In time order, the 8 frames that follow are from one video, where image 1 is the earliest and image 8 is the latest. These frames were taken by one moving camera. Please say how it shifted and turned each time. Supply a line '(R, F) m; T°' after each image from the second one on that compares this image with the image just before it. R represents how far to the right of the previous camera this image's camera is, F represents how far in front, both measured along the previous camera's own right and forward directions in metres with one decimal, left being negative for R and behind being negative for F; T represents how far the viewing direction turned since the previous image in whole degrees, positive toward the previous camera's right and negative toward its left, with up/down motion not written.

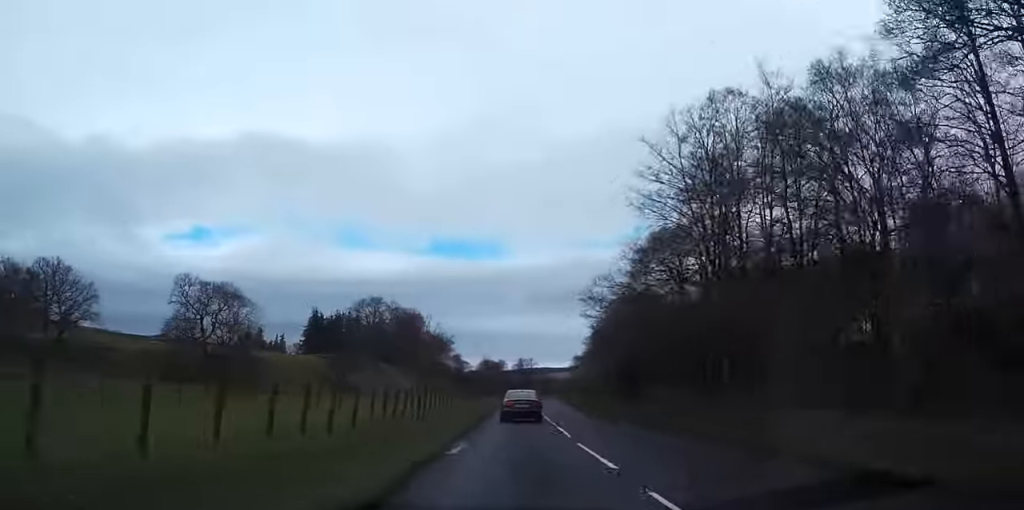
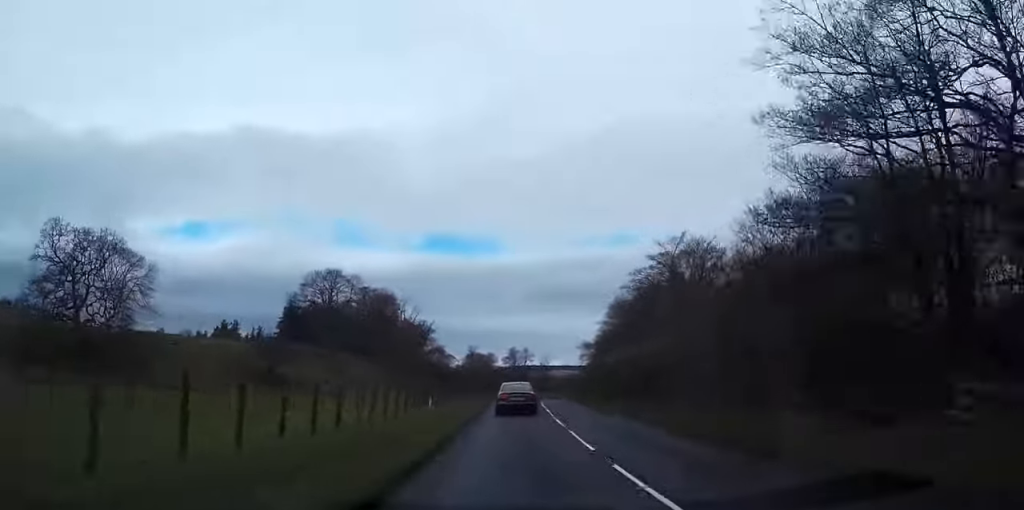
(0.0, +33.0) m; 0°
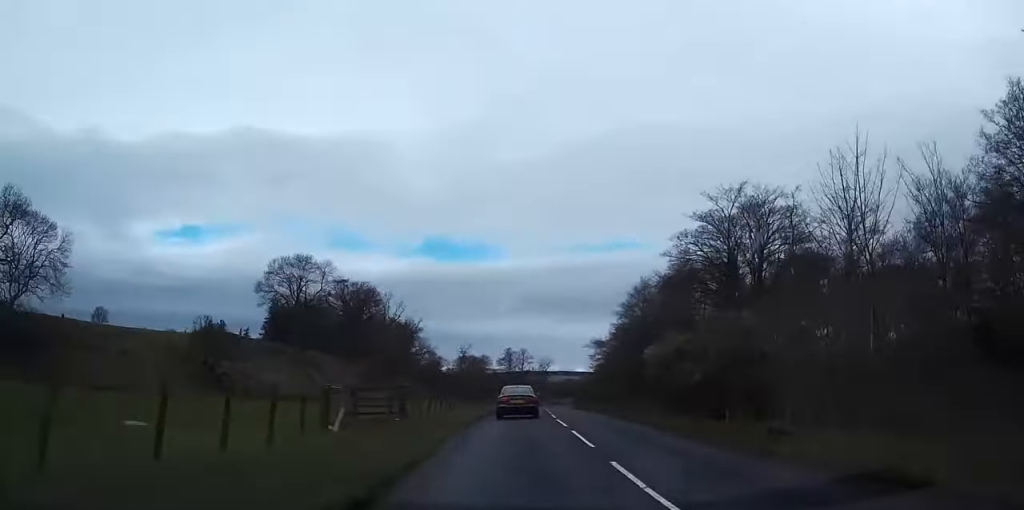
(+0.1, +17.8) m; +1°
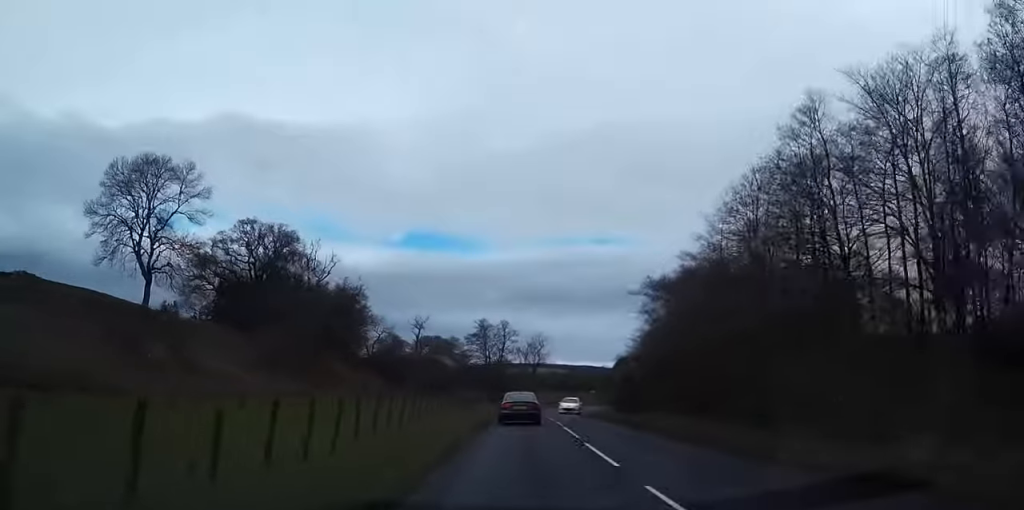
(+0.7, +45.5) m; +1°
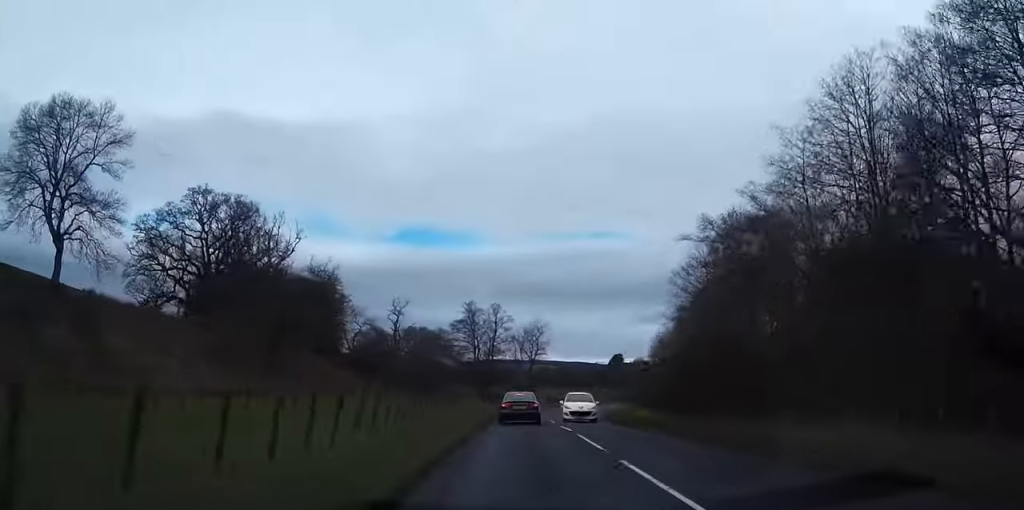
(0.0, +15.0) m; 0°
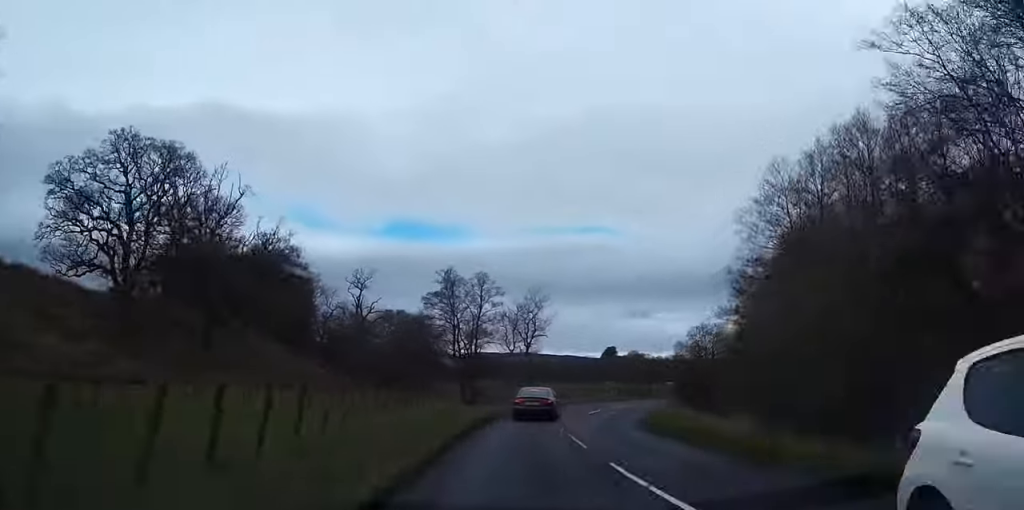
(+0.1, +18.2) m; +1°
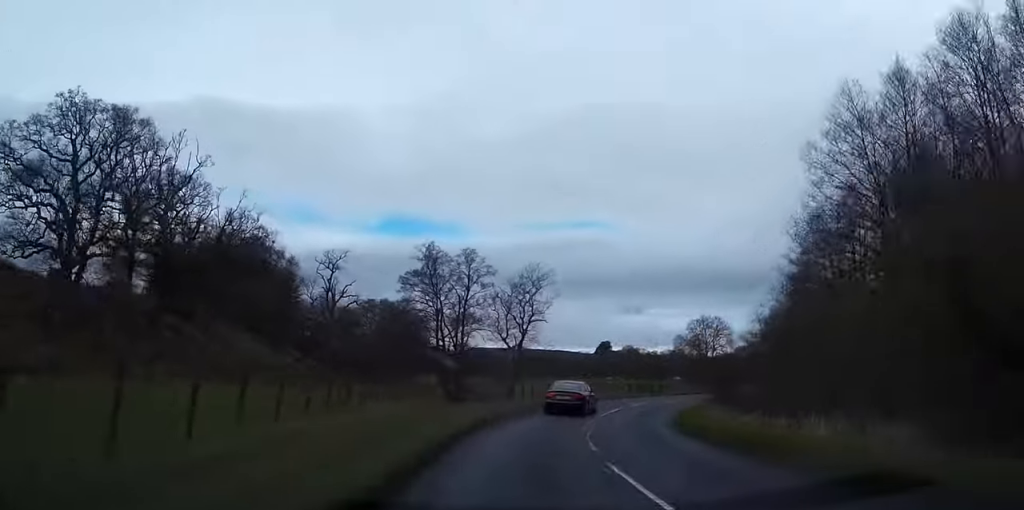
(0.0, +9.6) m; +1°
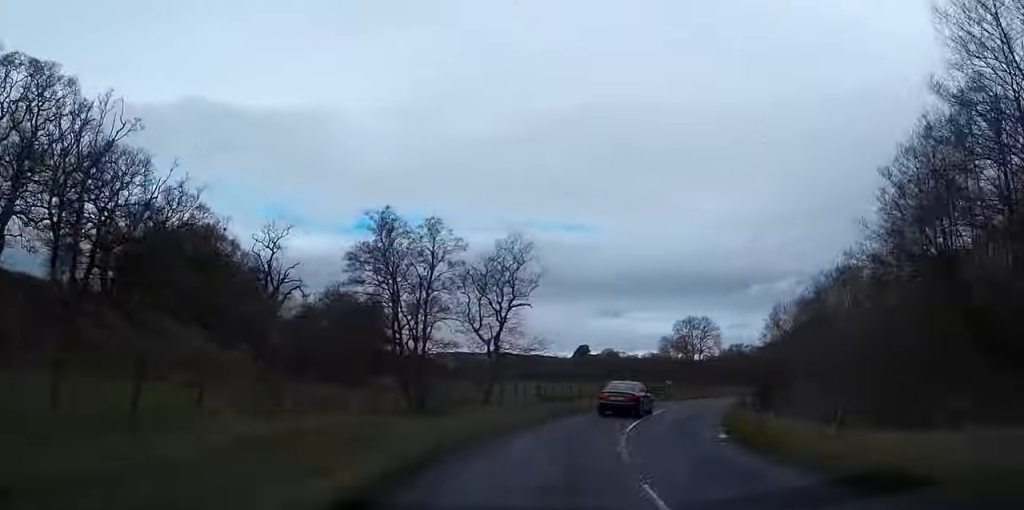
(+0.1, +11.5) m; +3°
